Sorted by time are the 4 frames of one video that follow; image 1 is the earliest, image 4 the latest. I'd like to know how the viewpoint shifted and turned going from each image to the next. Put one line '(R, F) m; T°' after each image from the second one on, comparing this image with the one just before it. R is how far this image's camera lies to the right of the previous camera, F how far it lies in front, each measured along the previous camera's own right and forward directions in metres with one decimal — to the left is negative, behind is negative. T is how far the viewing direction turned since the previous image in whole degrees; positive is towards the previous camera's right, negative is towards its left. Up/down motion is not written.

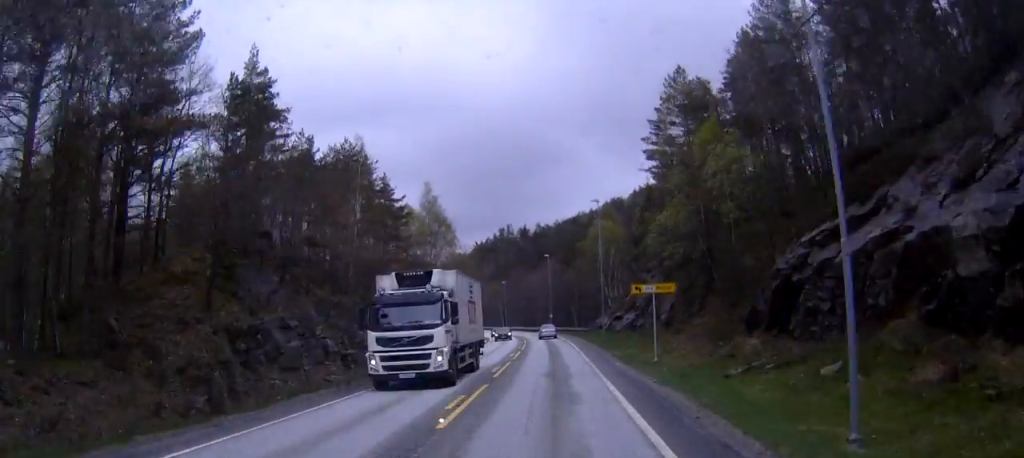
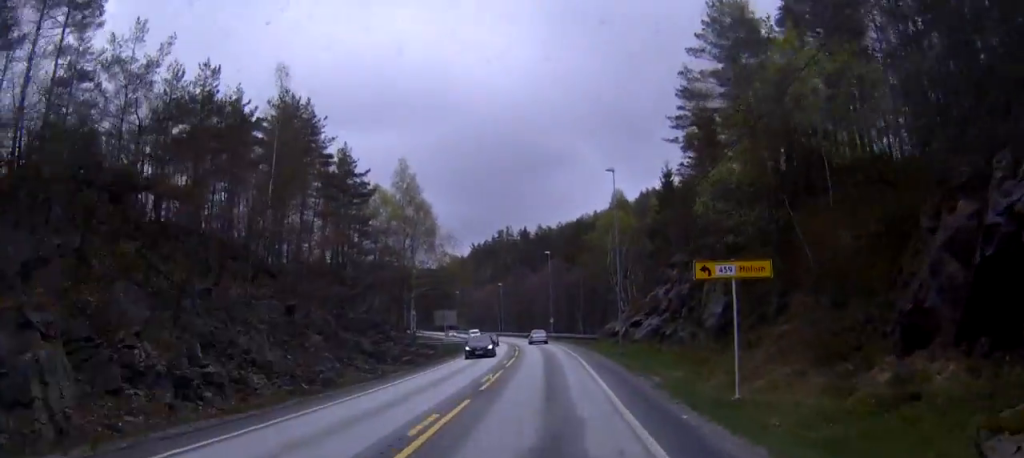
(-0.1, +15.8) m; -1°
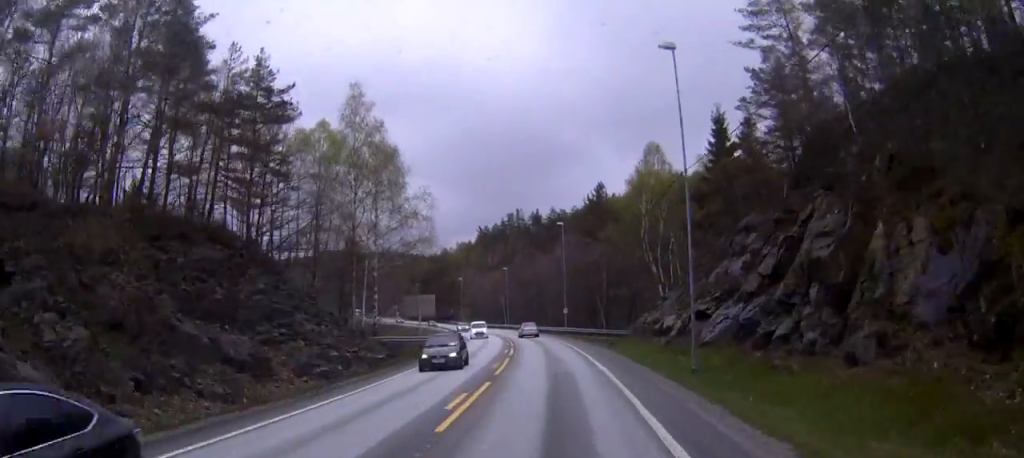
(-0.3, +21.5) m; -1°
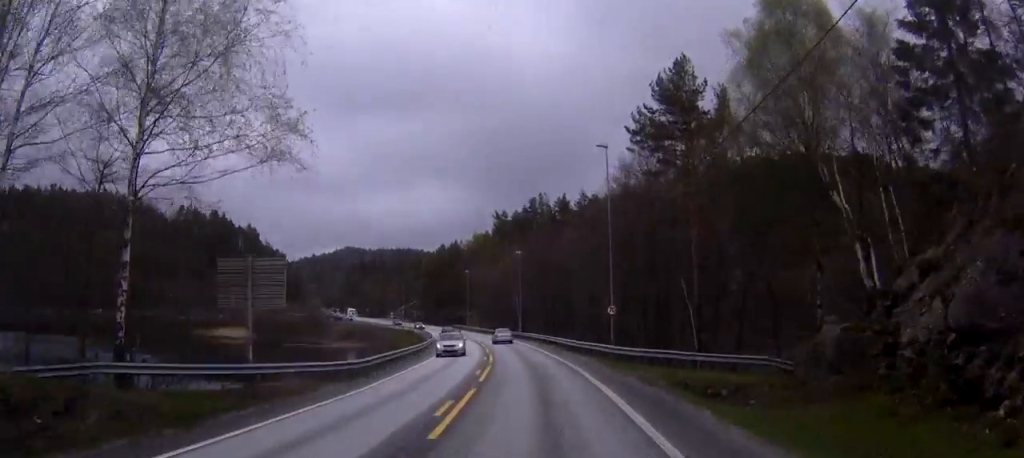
(-0.8, +36.4) m; -3°
